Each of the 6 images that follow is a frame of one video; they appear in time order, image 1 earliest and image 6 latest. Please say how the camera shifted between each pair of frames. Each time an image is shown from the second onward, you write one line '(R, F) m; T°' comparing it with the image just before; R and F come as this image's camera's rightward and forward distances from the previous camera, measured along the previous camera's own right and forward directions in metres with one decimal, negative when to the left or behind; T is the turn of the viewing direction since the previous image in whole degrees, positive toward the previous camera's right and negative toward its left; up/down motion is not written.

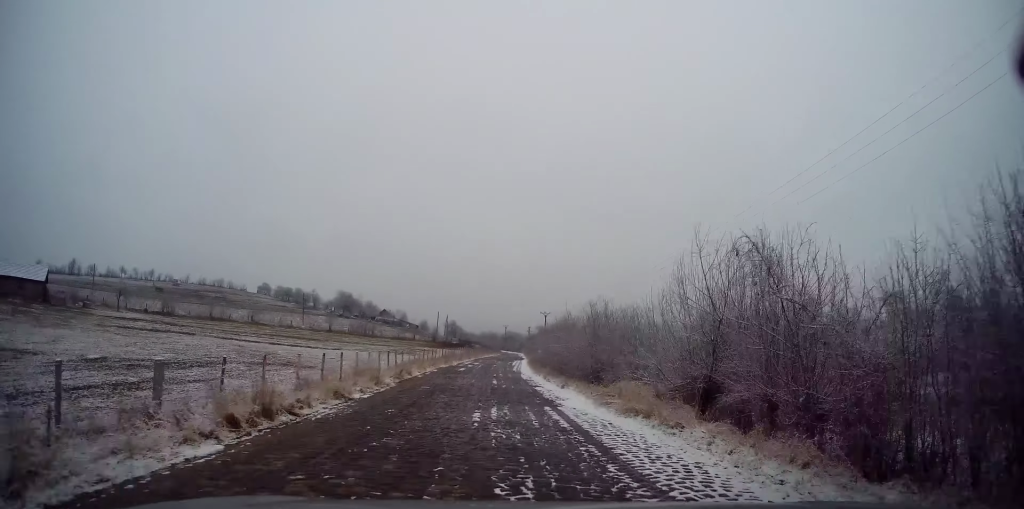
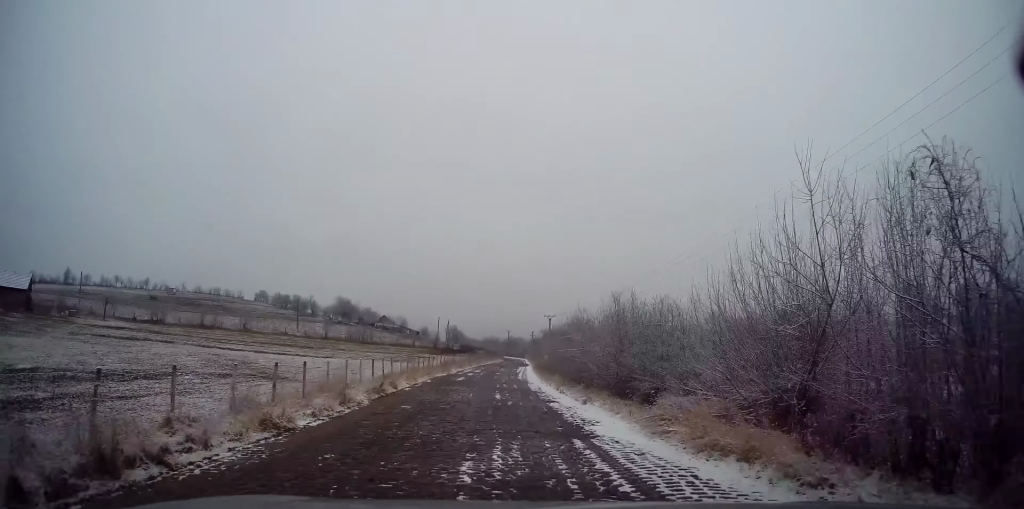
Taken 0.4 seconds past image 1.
(-0.2, +4.0) m; -1°
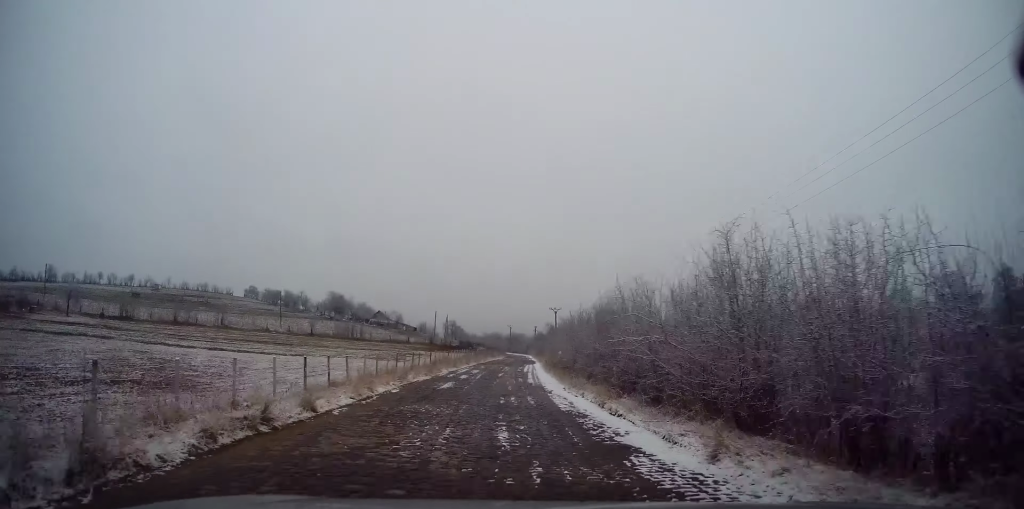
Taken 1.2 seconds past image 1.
(-0.2, +8.5) m; -1°
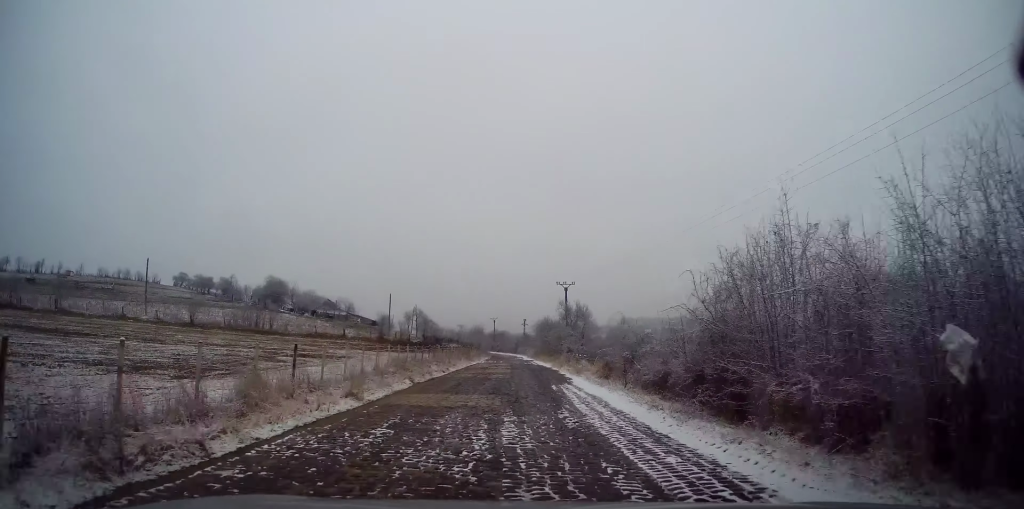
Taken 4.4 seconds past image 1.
(+0.7, +34.5) m; +3°
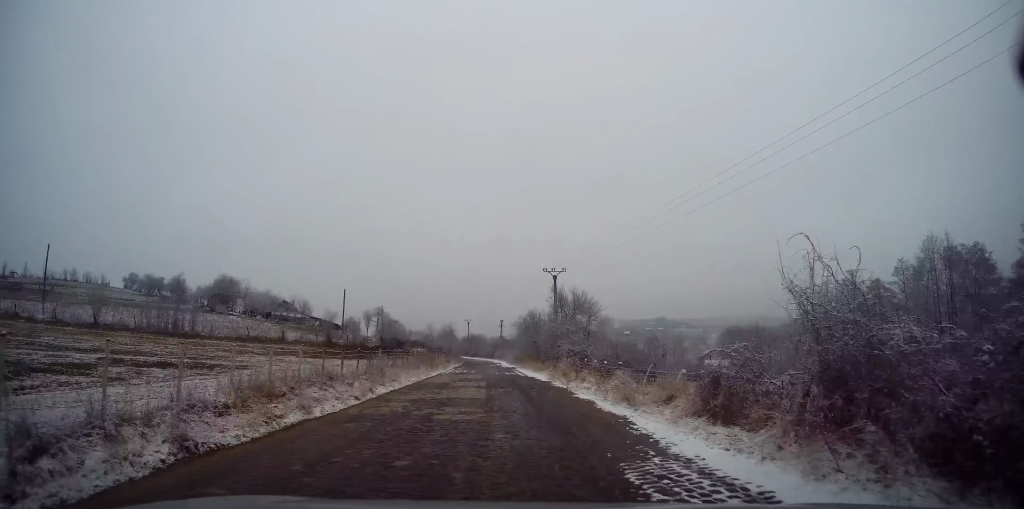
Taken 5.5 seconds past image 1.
(0.0, +12.9) m; 0°
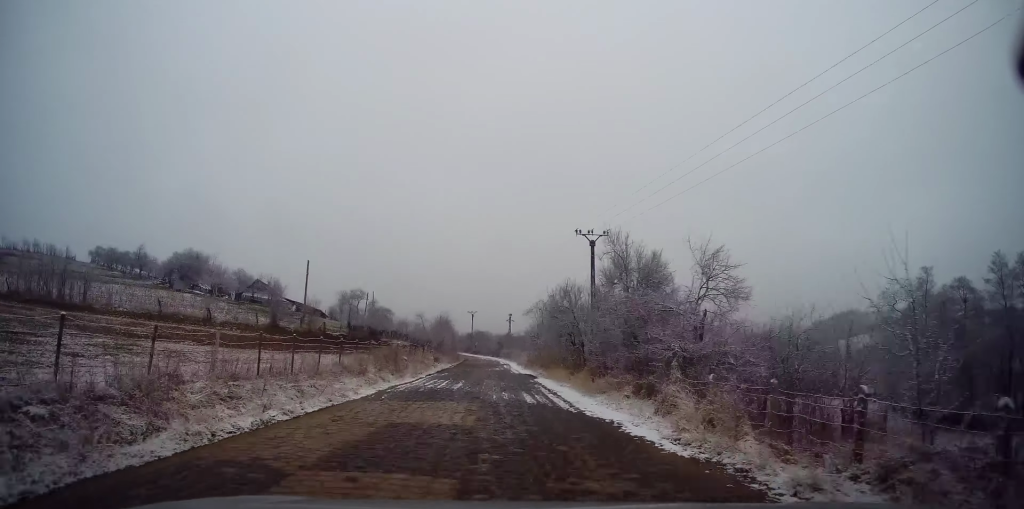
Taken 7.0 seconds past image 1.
(+0.4, +16.8) m; +3°
